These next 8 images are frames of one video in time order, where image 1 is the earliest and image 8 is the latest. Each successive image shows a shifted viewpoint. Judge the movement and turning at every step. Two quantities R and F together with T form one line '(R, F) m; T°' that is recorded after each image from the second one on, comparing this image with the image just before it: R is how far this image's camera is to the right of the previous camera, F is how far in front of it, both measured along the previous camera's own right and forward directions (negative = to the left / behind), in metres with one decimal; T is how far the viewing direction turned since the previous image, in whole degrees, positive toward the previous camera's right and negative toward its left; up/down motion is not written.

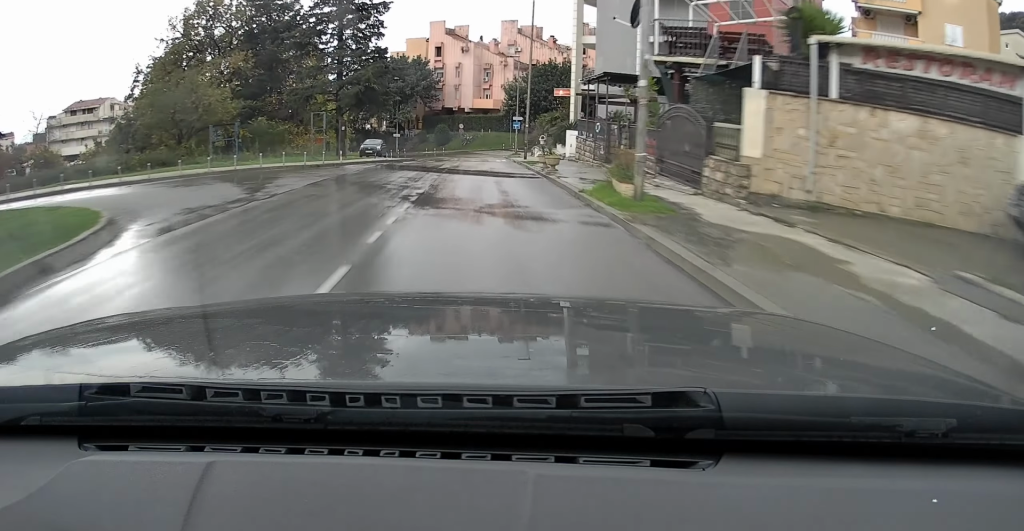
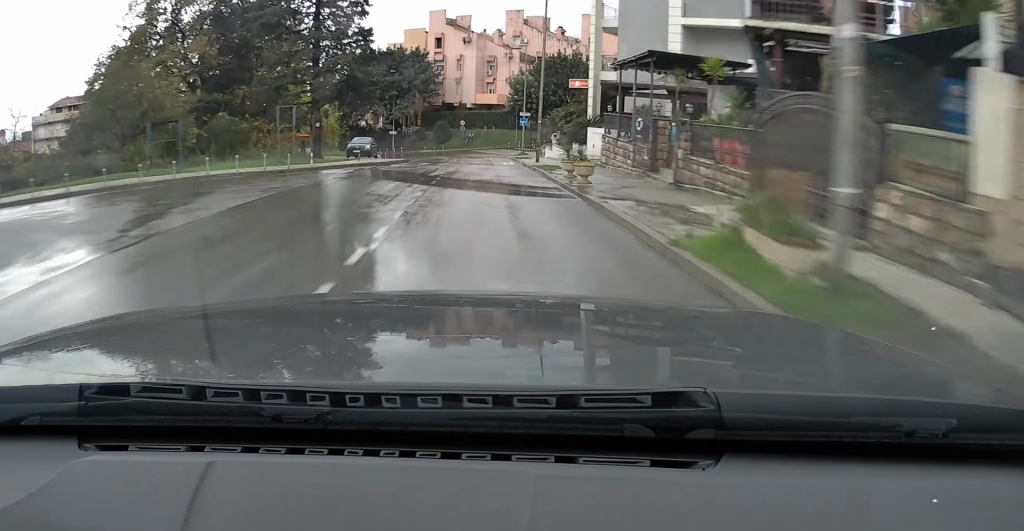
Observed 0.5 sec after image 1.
(+0.1, +5.9) m; +1°
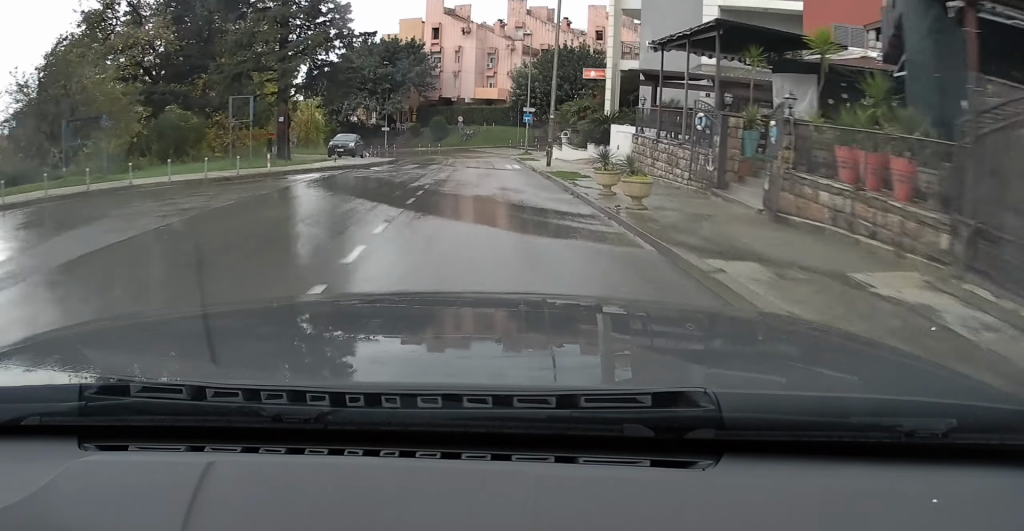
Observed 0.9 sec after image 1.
(0.0, +5.1) m; +1°
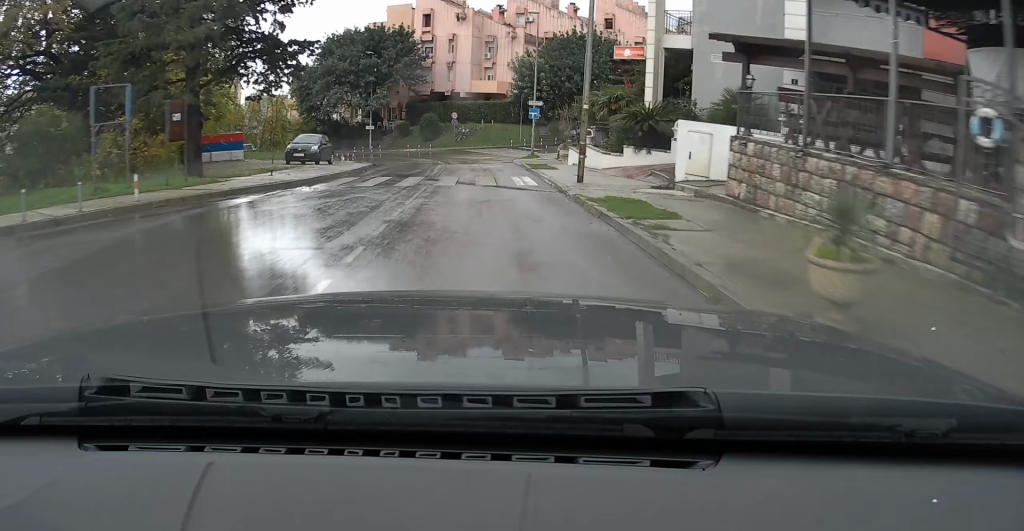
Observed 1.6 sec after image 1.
(-0.1, +8.1) m; +1°
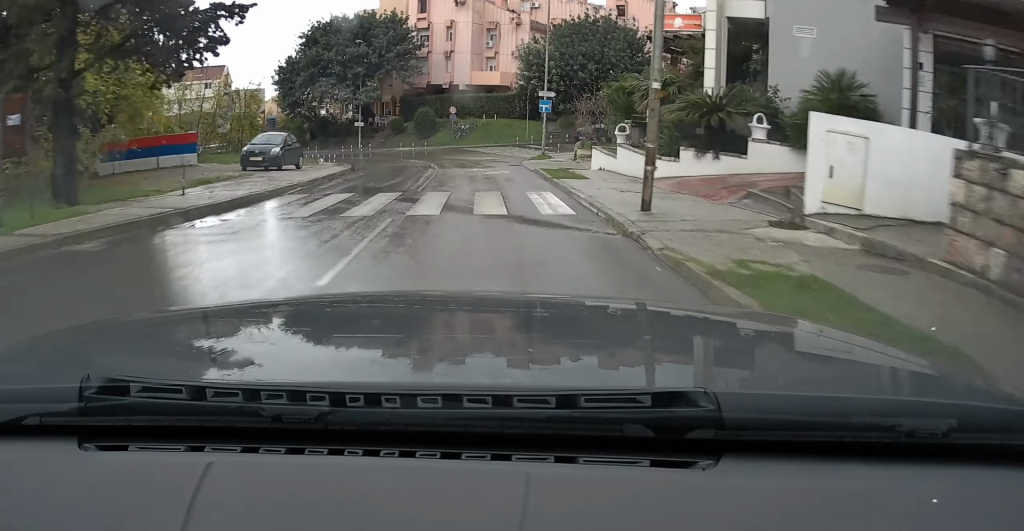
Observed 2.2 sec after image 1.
(+0.2, +6.0) m; 0°
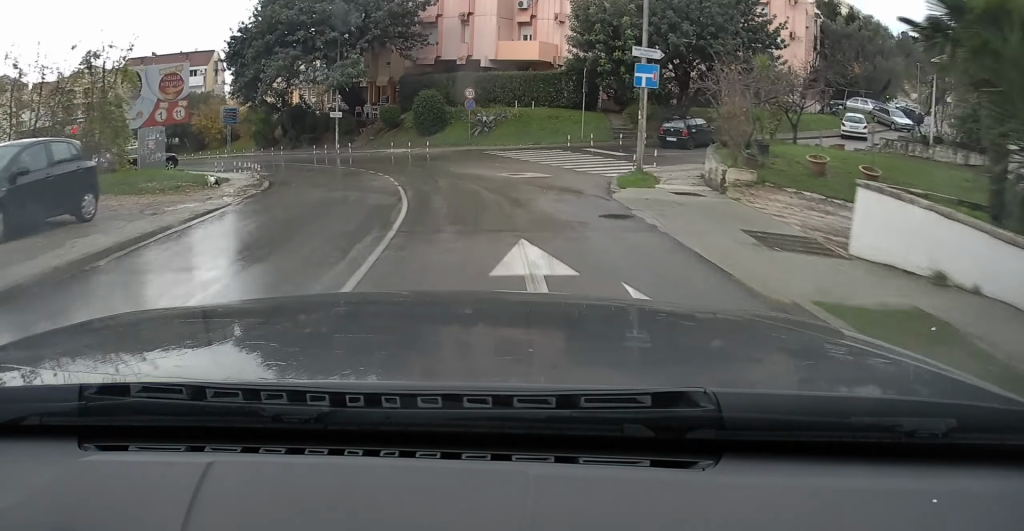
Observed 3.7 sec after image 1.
(-0.4, +16.7) m; -6°
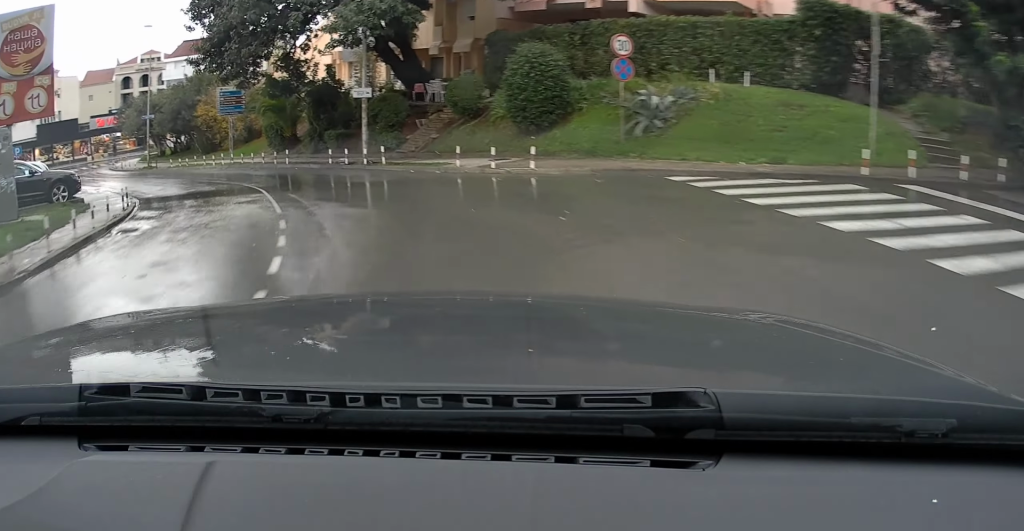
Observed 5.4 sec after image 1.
(-1.6, +17.9) m; -14°
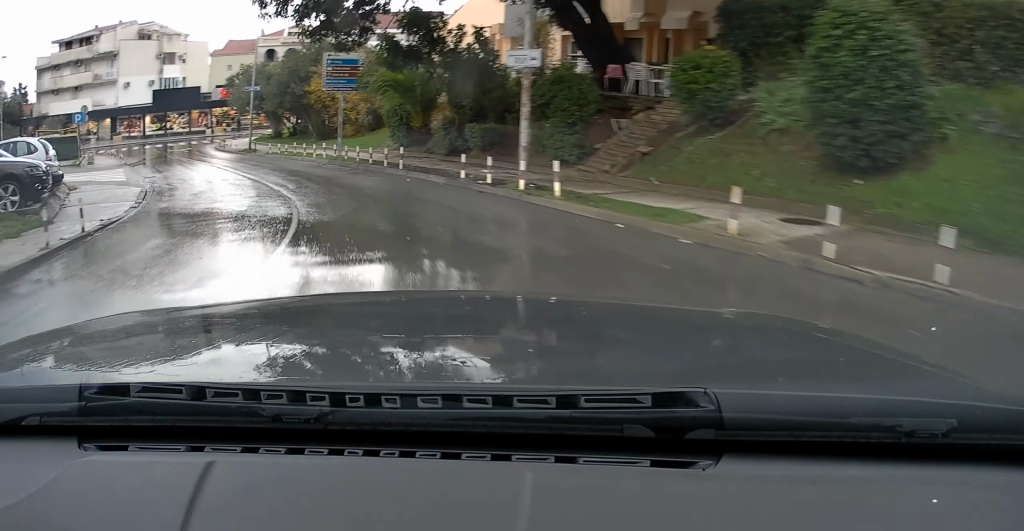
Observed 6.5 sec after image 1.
(-1.2, +9.4) m; -11°
